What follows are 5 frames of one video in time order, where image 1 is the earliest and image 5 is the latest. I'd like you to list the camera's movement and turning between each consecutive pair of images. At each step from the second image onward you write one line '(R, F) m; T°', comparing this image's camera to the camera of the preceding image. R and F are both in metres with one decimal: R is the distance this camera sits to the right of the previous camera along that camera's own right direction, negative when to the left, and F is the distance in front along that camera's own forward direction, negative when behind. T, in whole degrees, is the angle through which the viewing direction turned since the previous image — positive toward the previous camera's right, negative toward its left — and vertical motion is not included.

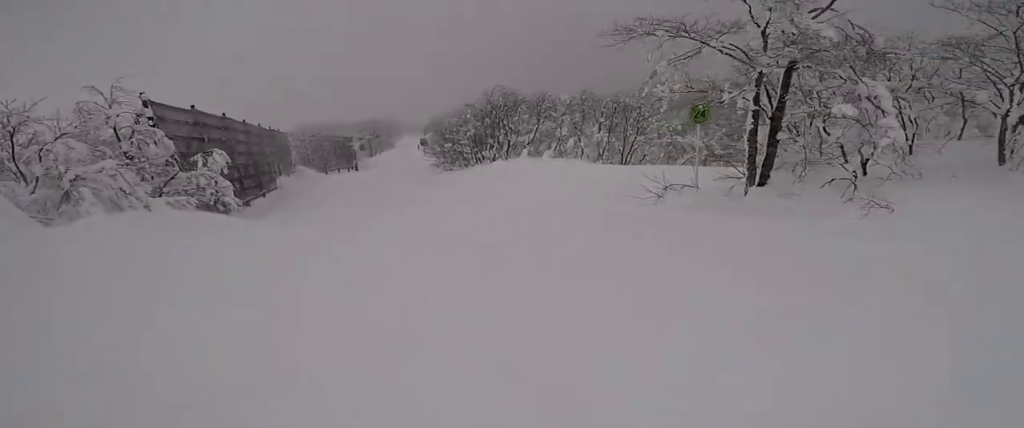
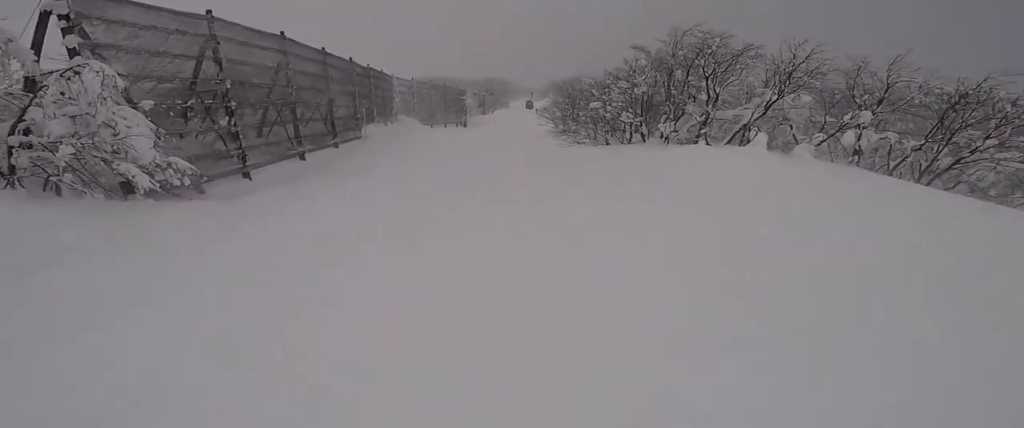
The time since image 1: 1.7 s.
(-1.8, +10.8) m; -13°
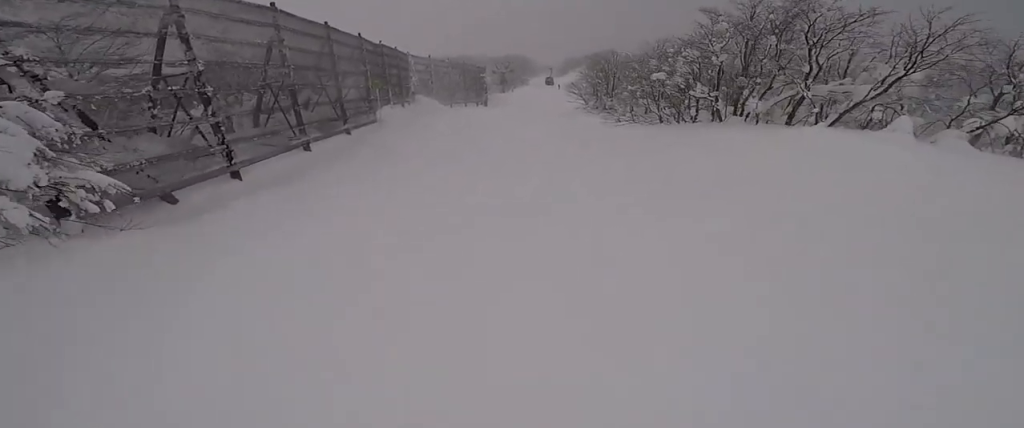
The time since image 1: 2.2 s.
(0.0, +3.4) m; -1°
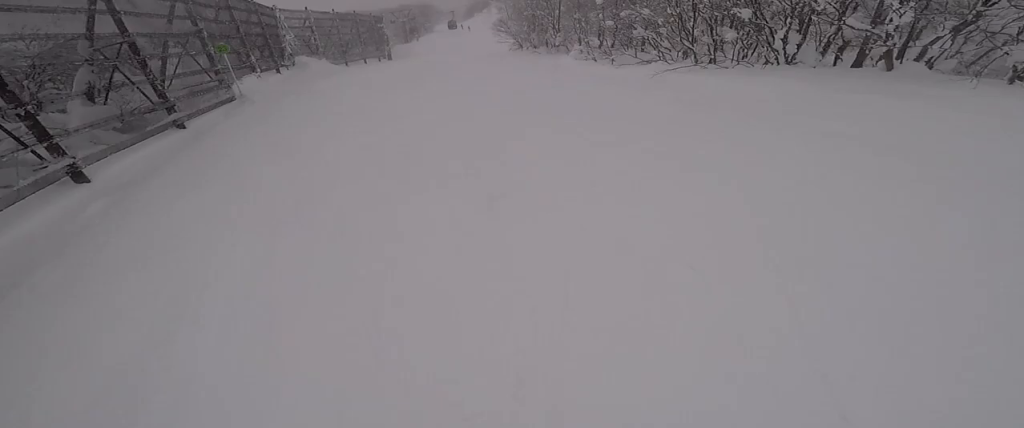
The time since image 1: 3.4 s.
(+0.4, +8.9) m; +3°
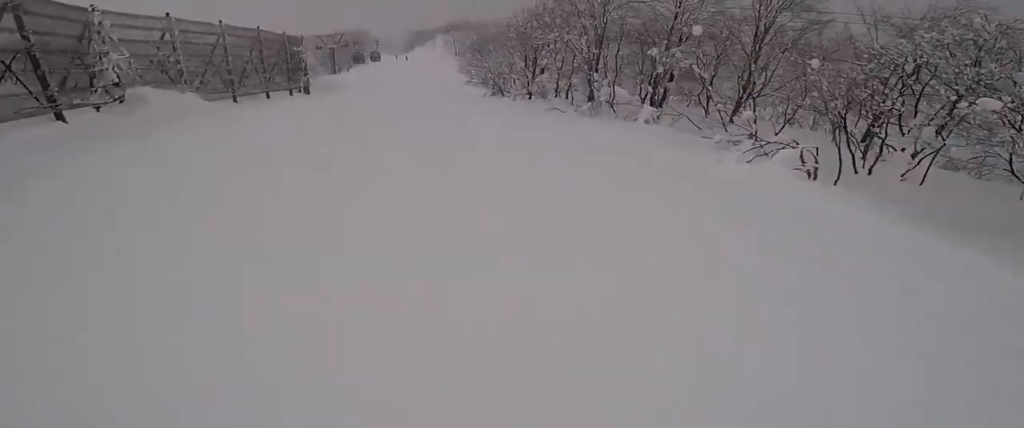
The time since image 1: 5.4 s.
(+3.1, +14.7) m; +17°
